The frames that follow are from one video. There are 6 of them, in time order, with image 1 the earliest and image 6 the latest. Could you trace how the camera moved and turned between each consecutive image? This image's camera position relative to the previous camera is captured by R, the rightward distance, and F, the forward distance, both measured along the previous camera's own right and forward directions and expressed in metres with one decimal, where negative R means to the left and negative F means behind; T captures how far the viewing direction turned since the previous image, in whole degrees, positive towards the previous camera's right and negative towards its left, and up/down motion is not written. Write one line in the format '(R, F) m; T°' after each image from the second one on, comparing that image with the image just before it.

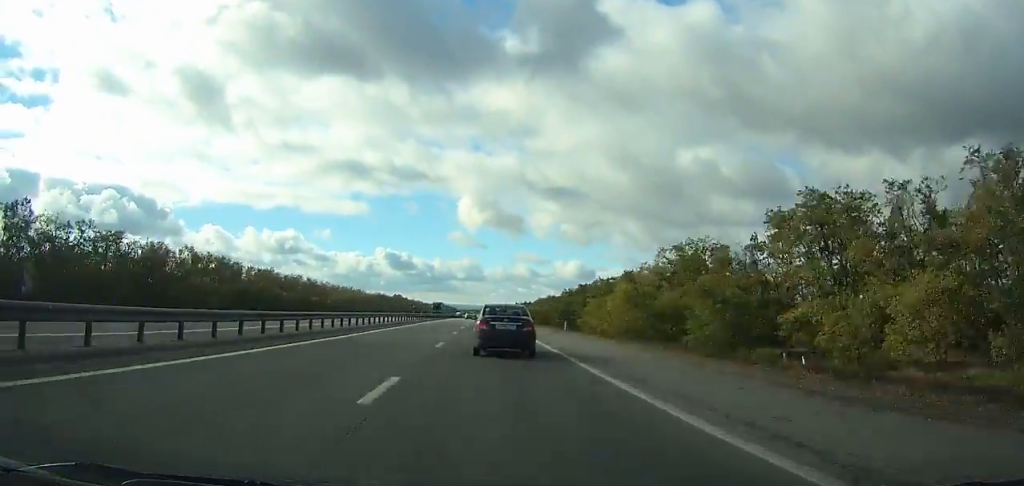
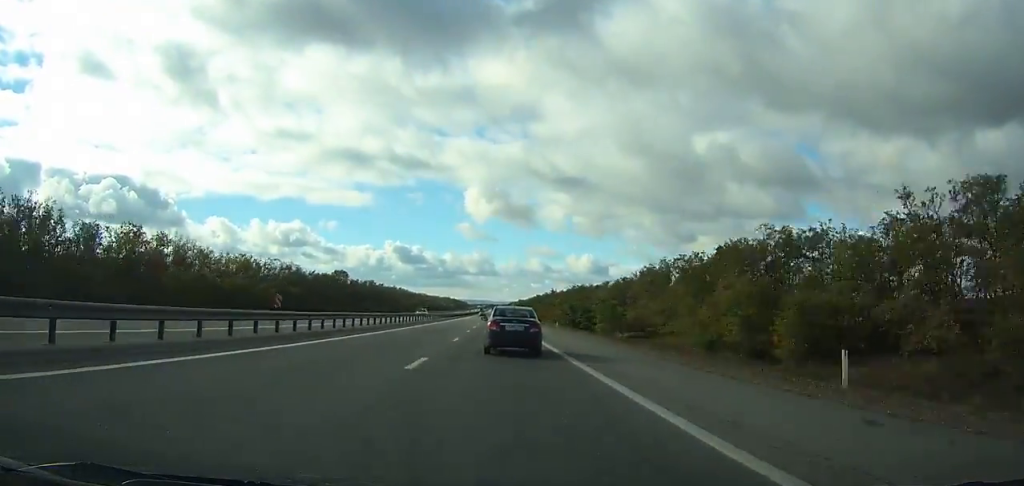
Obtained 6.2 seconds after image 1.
(+10.7, +190.3) m; 0°
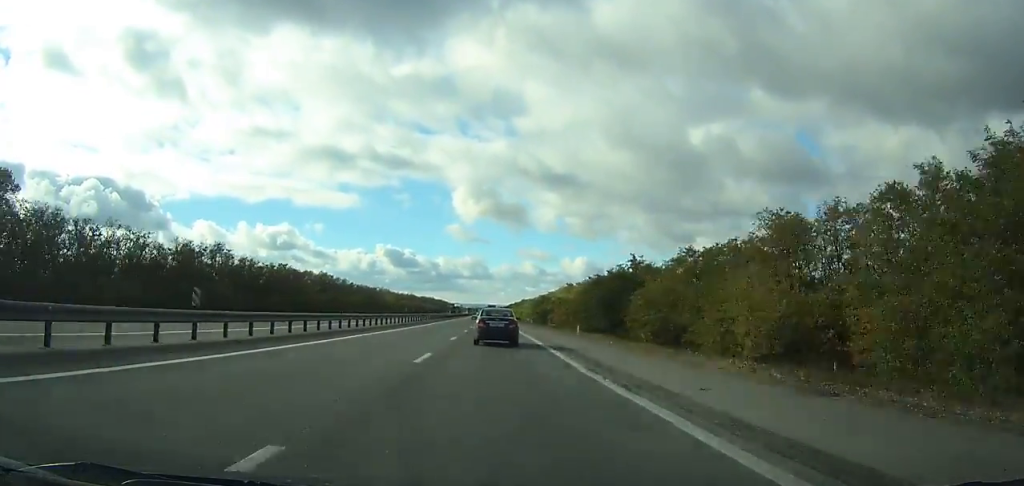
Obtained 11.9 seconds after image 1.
(-0.5, +166.7) m; 0°
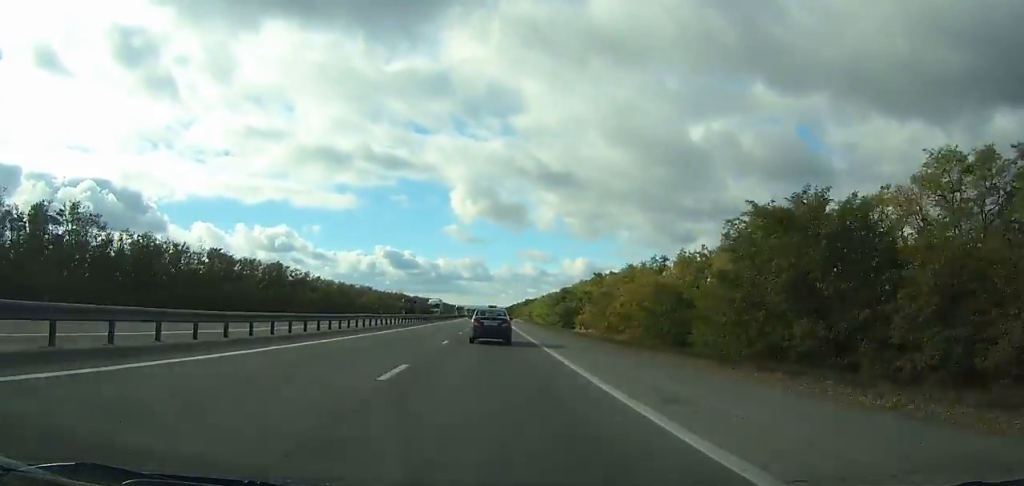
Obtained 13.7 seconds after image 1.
(-0.1, +51.5) m; 0°
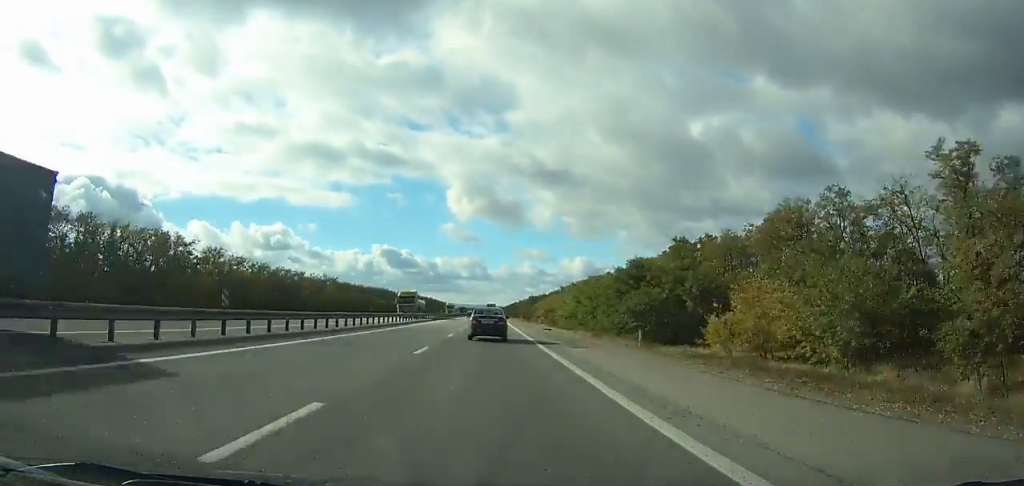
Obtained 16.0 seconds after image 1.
(-0.1, +65.7) m; 0°
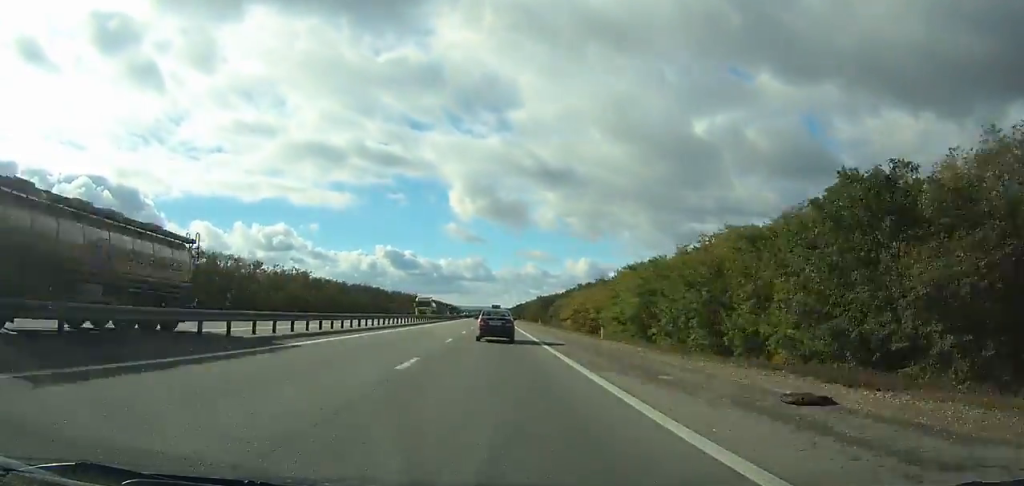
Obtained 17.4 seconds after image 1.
(0.0, +39.8) m; 0°
